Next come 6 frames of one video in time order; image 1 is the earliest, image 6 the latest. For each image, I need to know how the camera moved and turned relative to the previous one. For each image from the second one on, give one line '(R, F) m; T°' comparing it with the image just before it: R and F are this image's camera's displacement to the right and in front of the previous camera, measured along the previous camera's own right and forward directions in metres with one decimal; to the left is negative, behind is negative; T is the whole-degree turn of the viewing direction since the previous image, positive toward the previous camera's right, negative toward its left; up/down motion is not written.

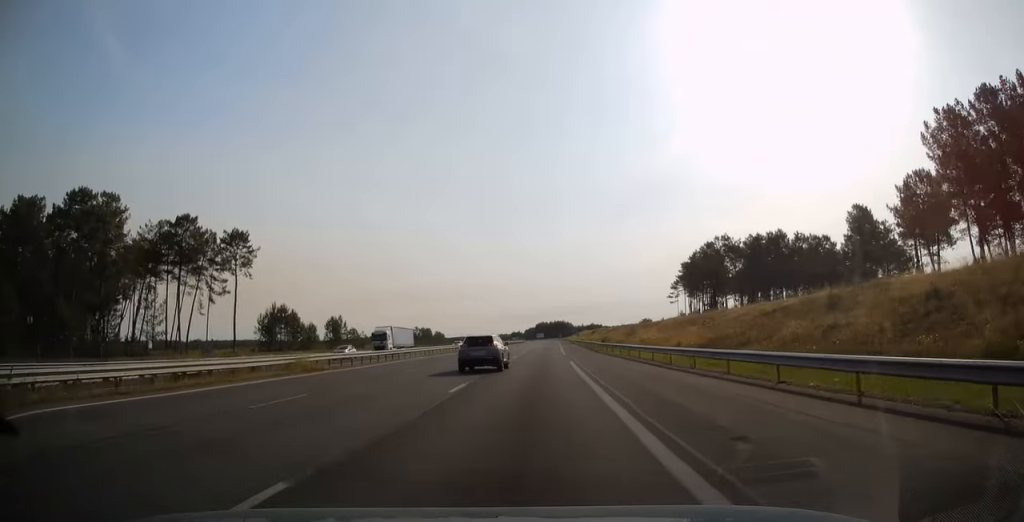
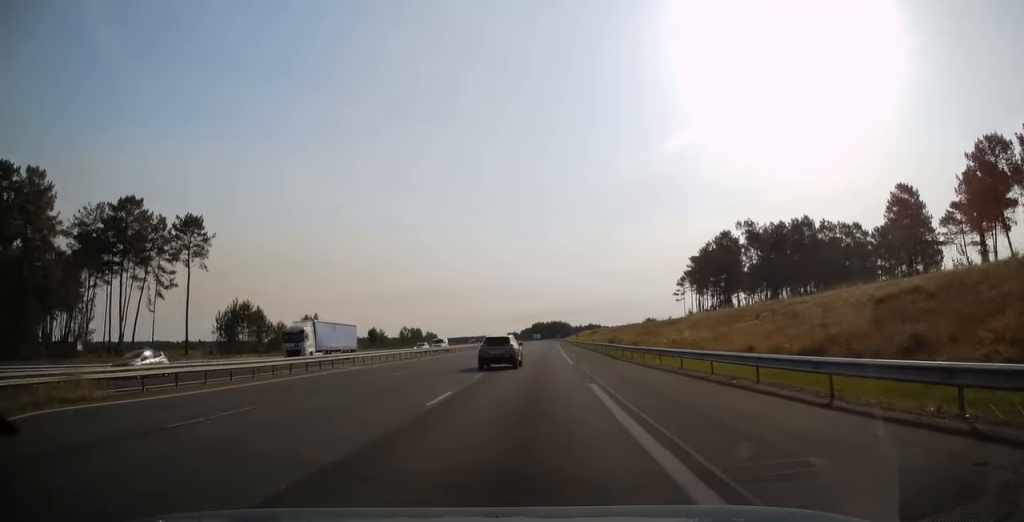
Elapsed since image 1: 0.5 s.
(-0.2, +15.8) m; 0°
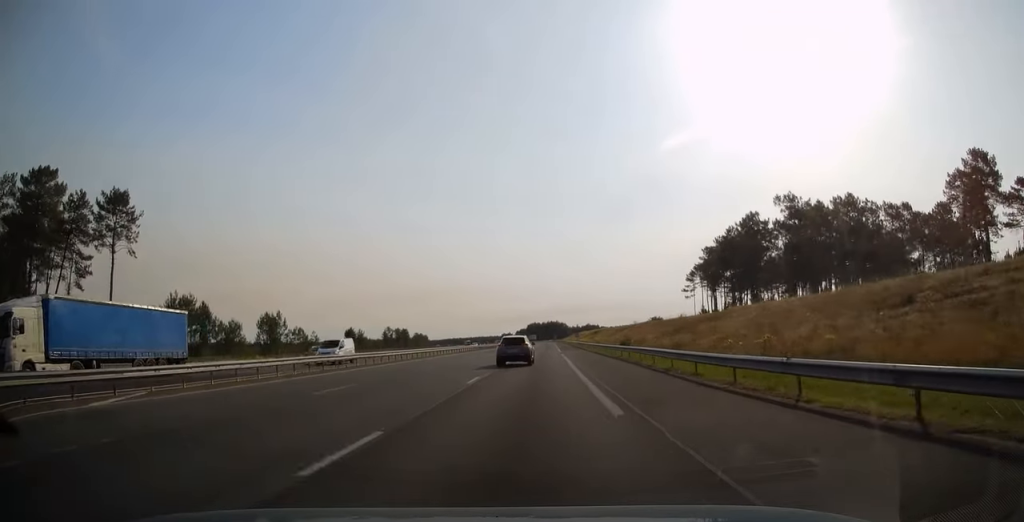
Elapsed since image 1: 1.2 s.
(-0.1, +19.8) m; 0°
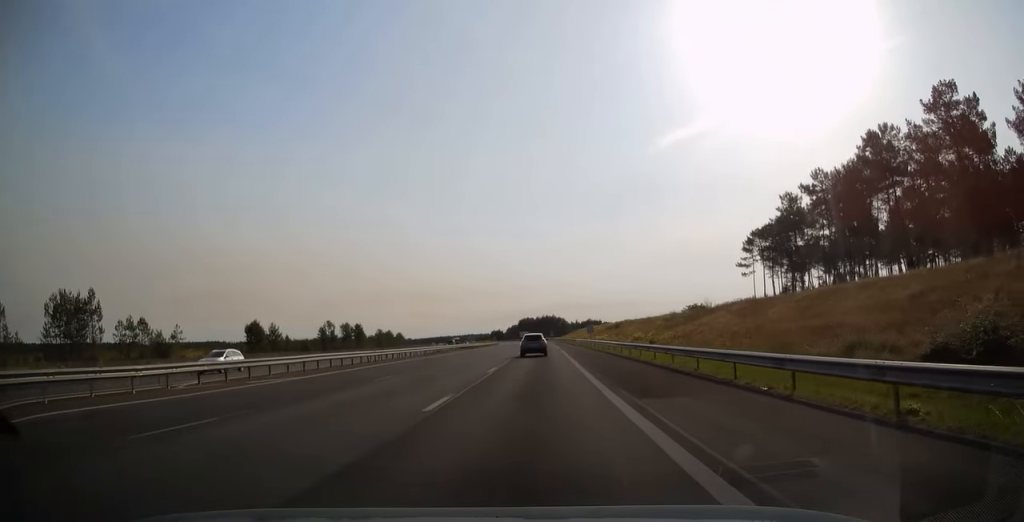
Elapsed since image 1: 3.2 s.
(+0.7, +59.7) m; +1°
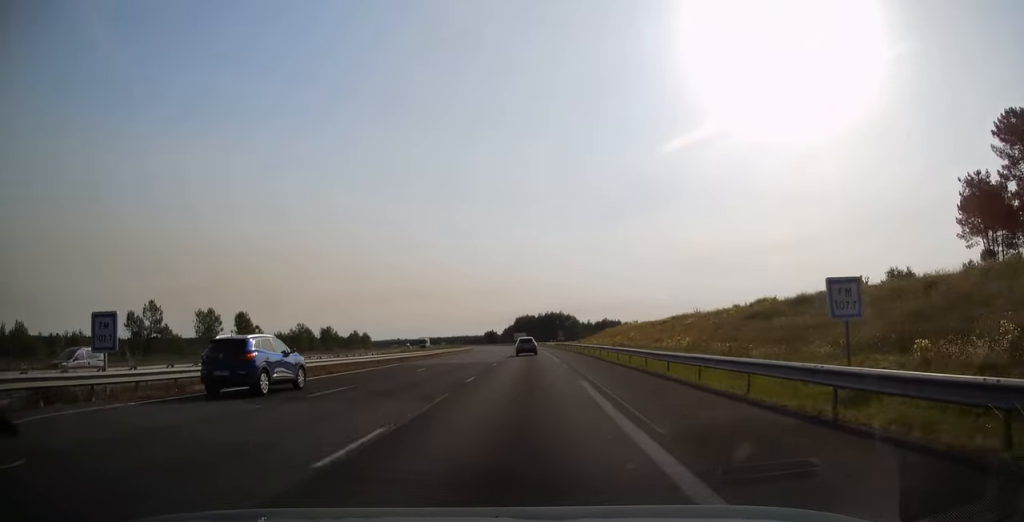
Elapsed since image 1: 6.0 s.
(+0.1, +83.4) m; -1°
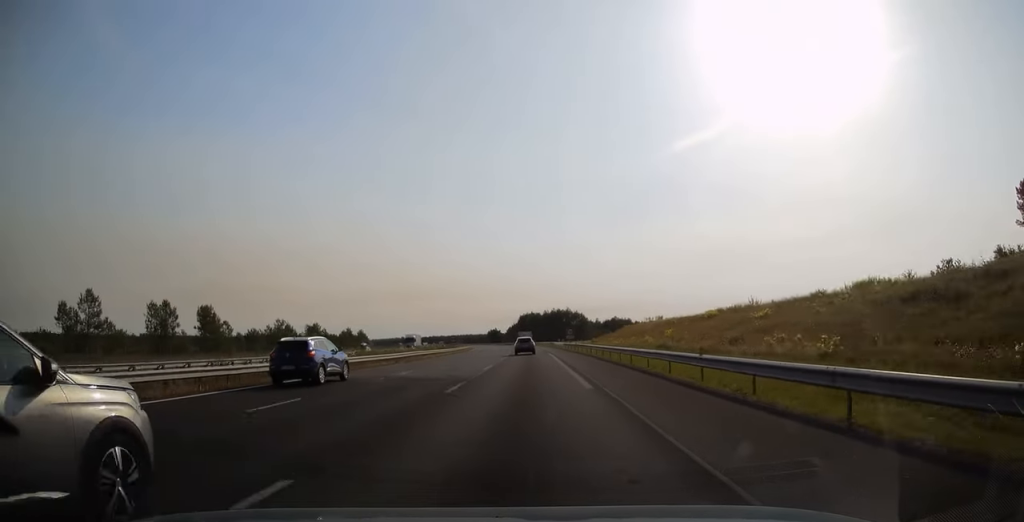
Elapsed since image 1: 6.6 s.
(-0.3, +16.8) m; -1°
